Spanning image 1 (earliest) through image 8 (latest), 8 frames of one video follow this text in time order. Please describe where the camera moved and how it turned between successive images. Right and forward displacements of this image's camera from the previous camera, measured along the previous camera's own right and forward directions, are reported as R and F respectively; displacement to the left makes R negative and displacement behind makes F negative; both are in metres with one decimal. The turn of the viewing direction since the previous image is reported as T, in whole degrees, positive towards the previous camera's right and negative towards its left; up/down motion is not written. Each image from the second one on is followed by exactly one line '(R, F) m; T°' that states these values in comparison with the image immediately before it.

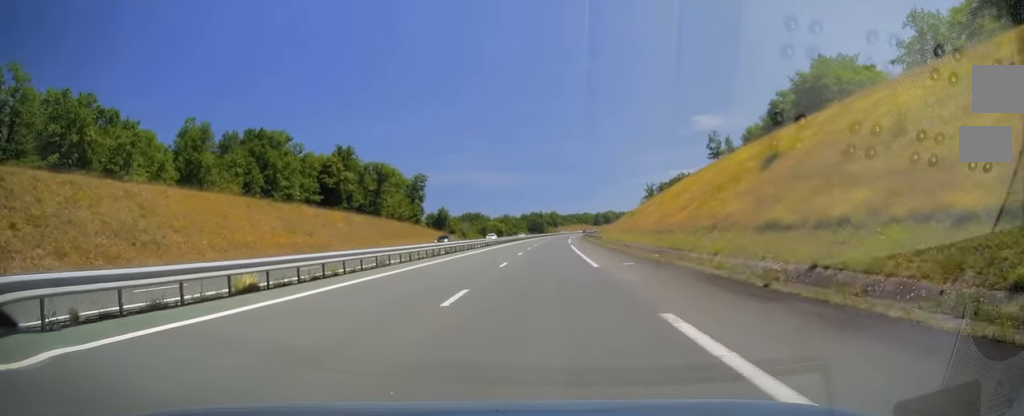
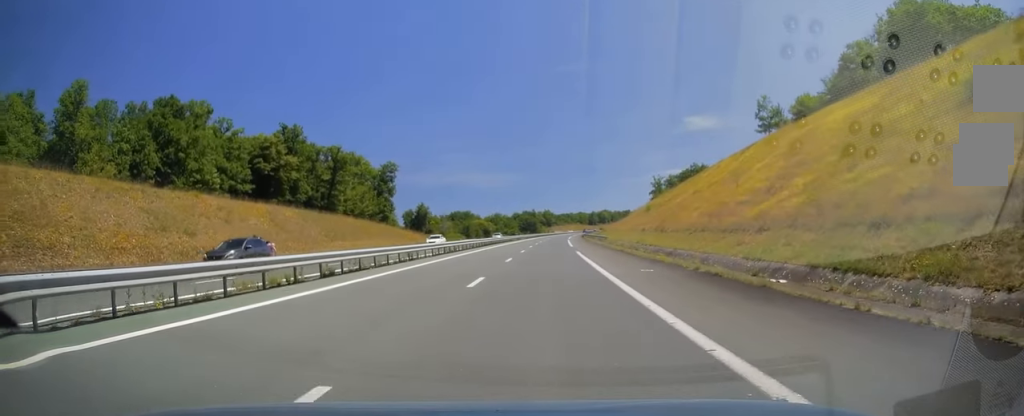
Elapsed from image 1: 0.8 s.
(+0.3, +22.1) m; +1°
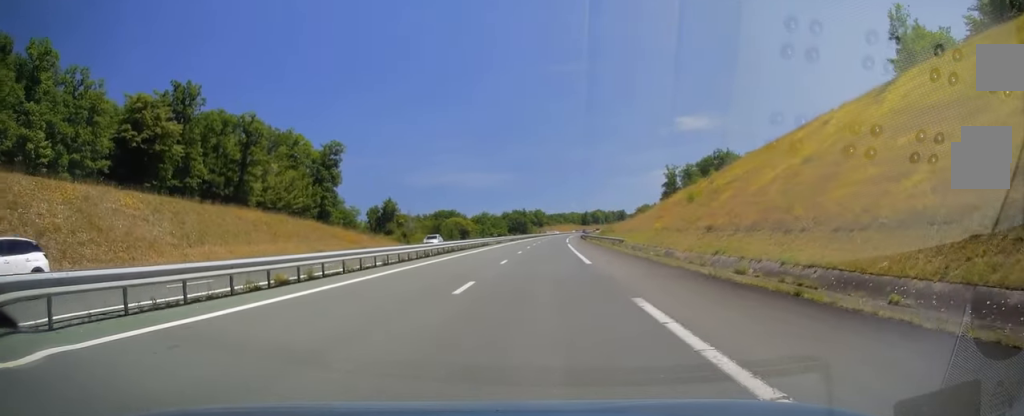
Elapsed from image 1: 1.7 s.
(+0.1, +27.4) m; +1°
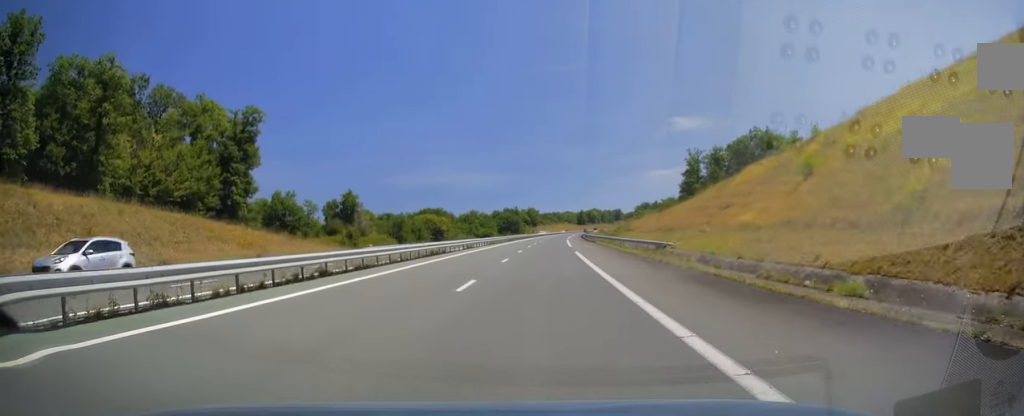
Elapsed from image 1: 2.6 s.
(+0.2, +25.5) m; +1°
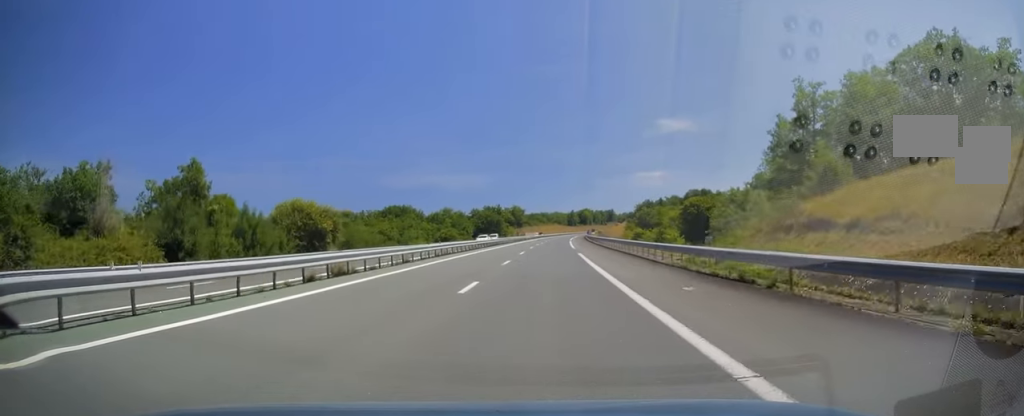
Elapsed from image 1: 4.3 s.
(+0.5, +51.9) m; +1°
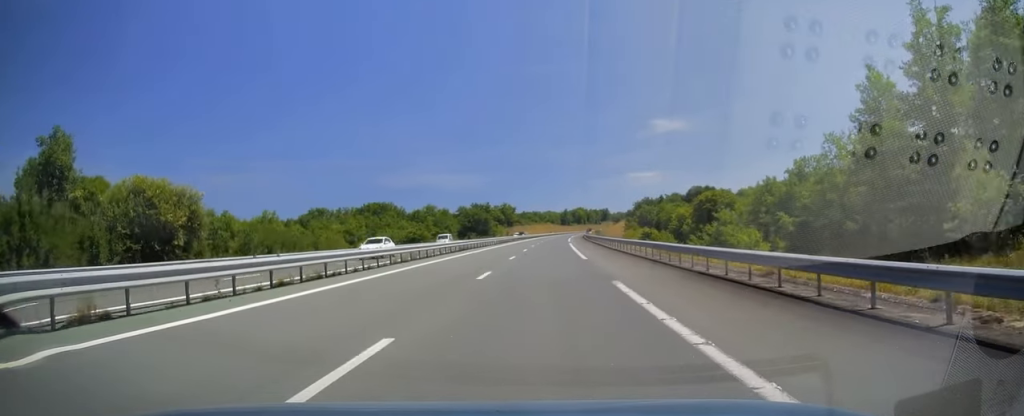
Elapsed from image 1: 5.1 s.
(-0.1, +22.0) m; +1°
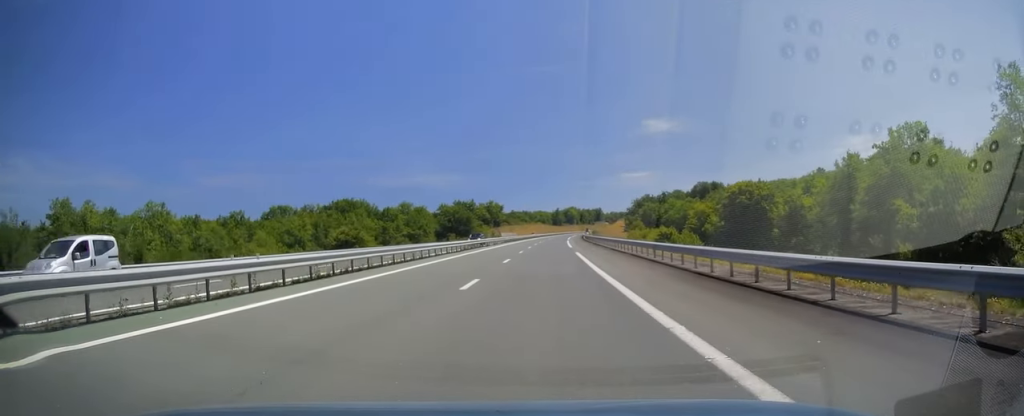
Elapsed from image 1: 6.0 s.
(+0.5, +28.9) m; +2°
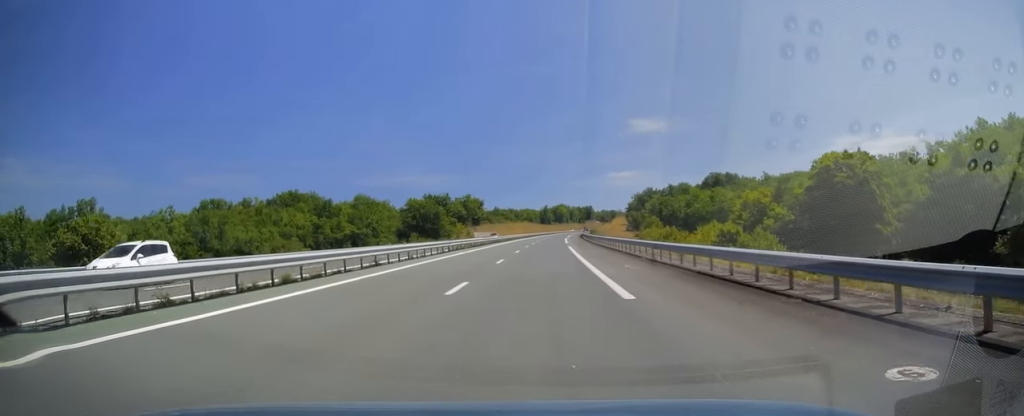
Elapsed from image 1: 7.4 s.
(+0.3, +40.2) m; 0°
